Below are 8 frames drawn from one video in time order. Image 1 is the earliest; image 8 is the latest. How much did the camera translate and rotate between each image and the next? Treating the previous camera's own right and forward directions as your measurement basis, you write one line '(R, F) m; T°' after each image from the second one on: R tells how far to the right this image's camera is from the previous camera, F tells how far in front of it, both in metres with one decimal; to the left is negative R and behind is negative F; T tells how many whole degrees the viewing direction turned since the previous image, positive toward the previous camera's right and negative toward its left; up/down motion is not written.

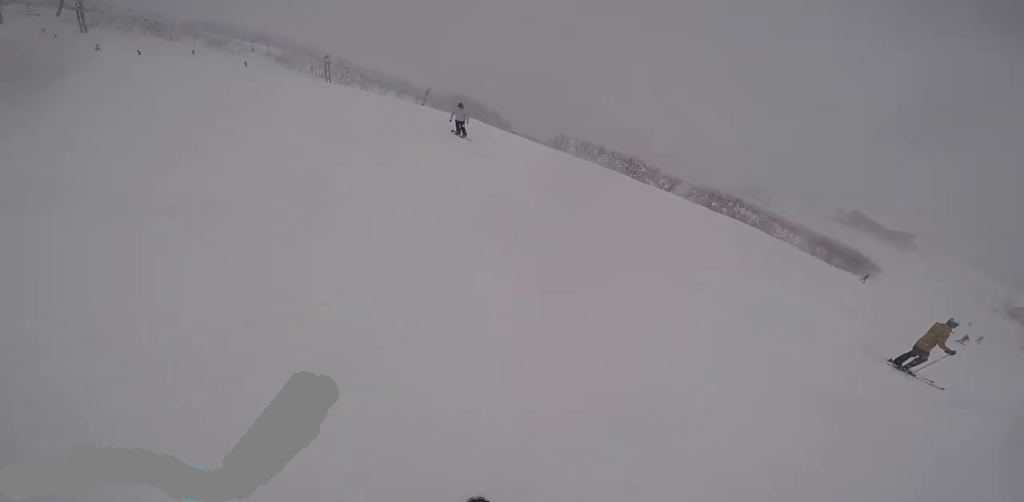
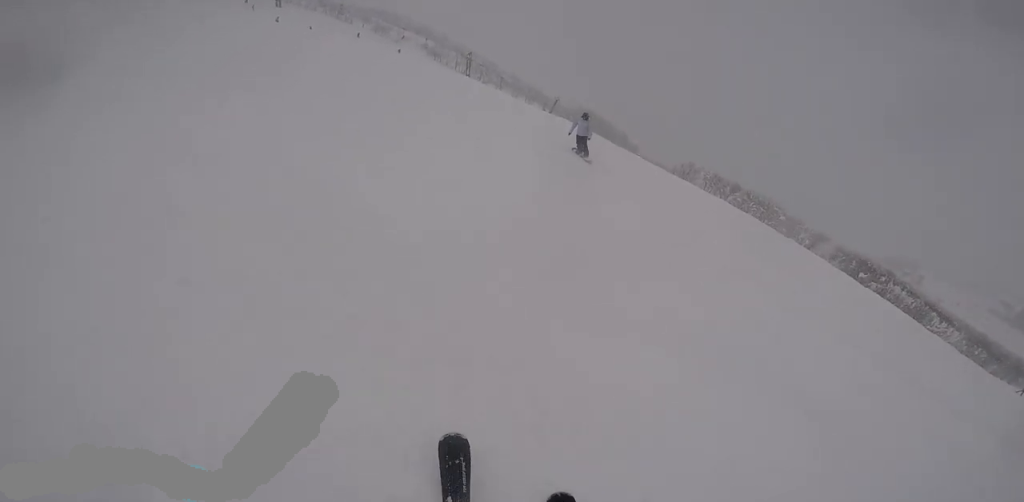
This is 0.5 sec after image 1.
(-0.3, +2.2) m; -6°
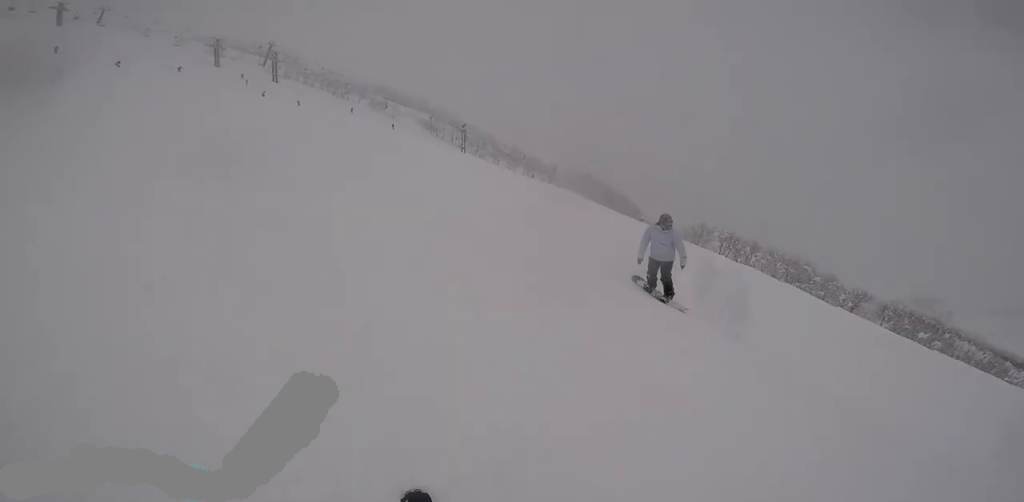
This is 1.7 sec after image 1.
(-0.1, +4.2) m; -18°
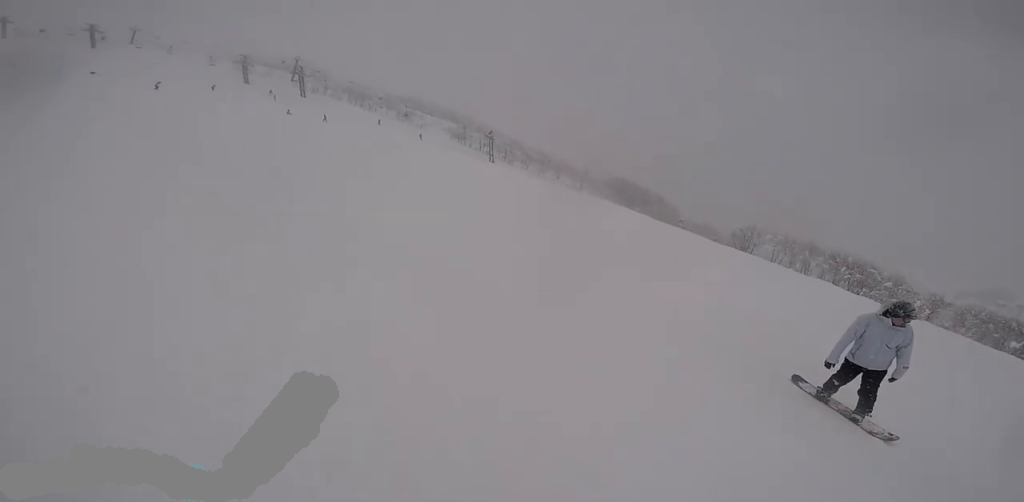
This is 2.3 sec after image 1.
(-0.6, +2.0) m; -3°
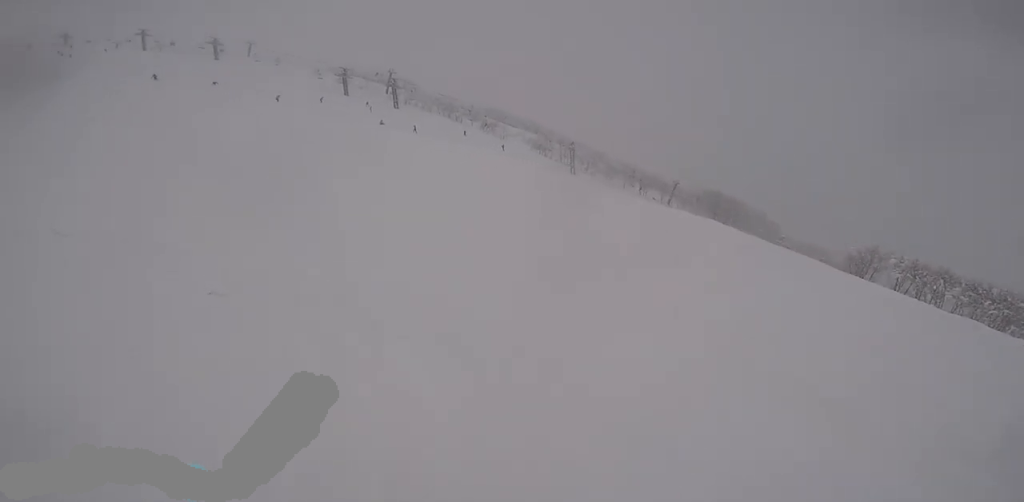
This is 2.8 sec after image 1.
(-0.3, +1.4) m; +2°
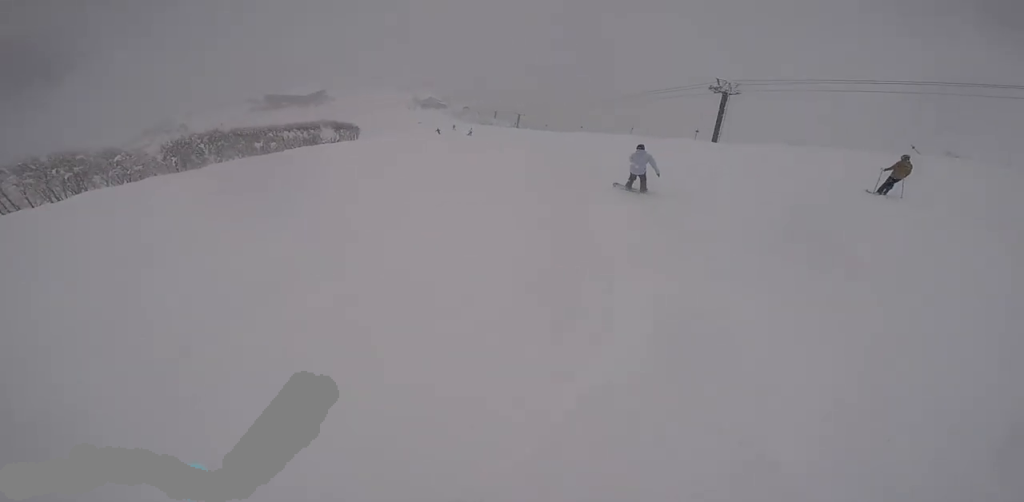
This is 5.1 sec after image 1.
(+3.2, +2.5) m; +109°
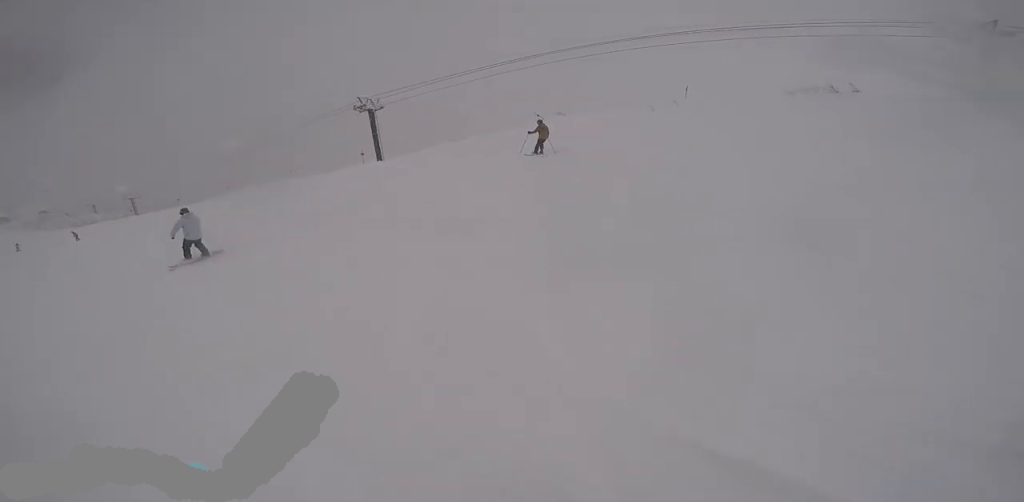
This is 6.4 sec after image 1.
(+0.7, +3.8) m; +11°
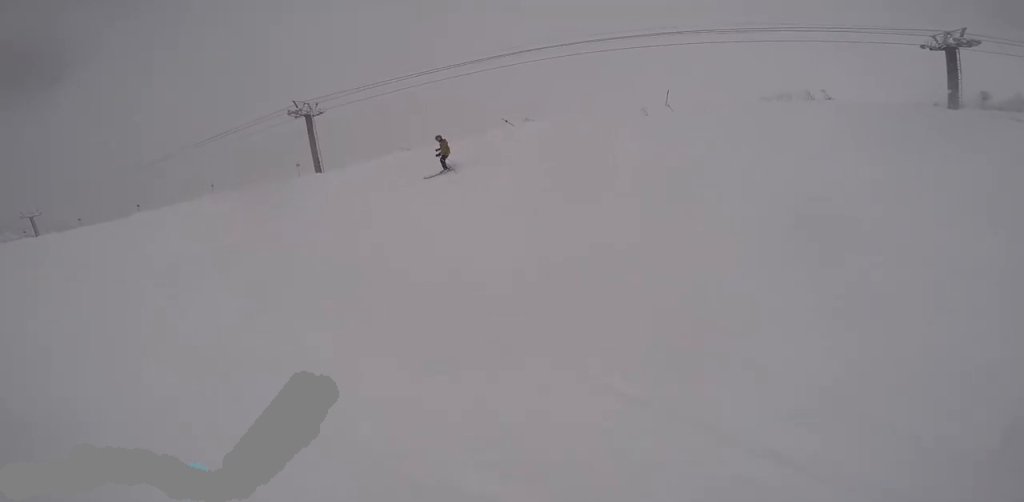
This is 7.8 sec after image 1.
(0.0, +3.9) m; +6°
